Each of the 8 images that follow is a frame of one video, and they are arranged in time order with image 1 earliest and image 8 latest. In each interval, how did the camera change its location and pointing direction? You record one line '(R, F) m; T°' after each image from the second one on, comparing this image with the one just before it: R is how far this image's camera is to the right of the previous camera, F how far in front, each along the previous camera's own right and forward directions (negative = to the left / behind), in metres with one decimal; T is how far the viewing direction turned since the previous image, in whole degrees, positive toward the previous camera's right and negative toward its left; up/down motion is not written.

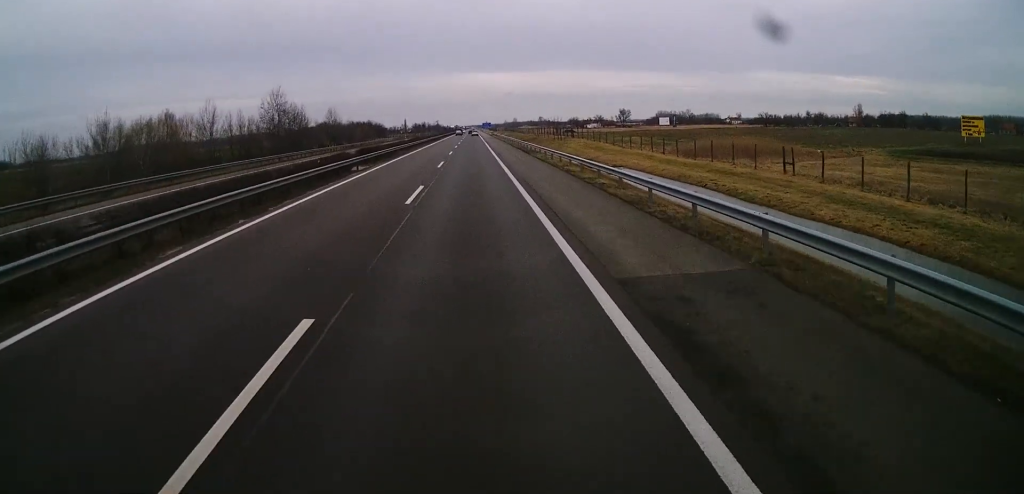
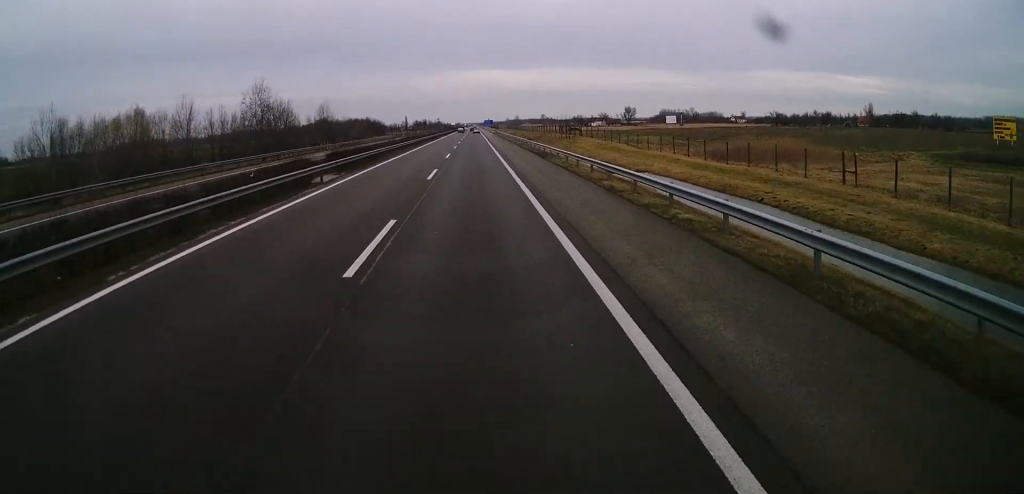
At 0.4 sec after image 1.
(-0.1, +9.8) m; 0°
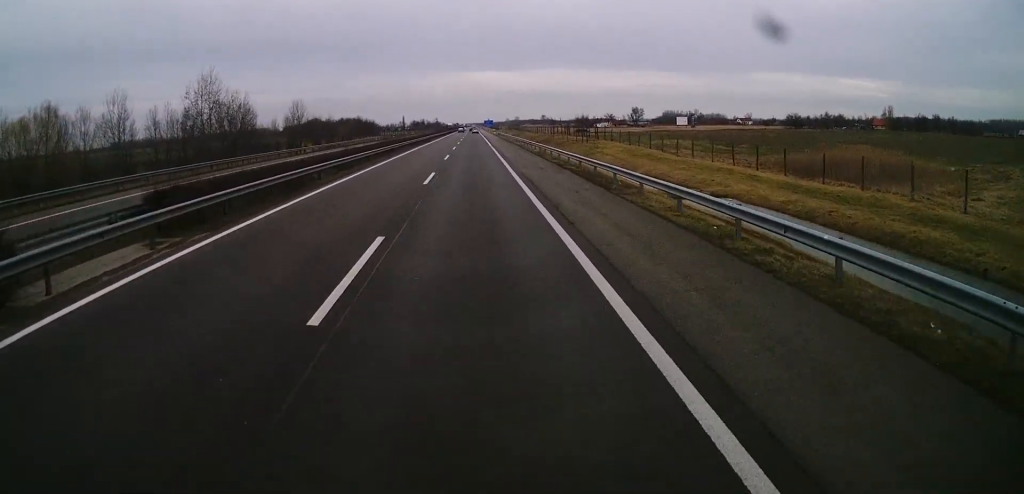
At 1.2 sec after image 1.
(-0.1, +20.5) m; 0°
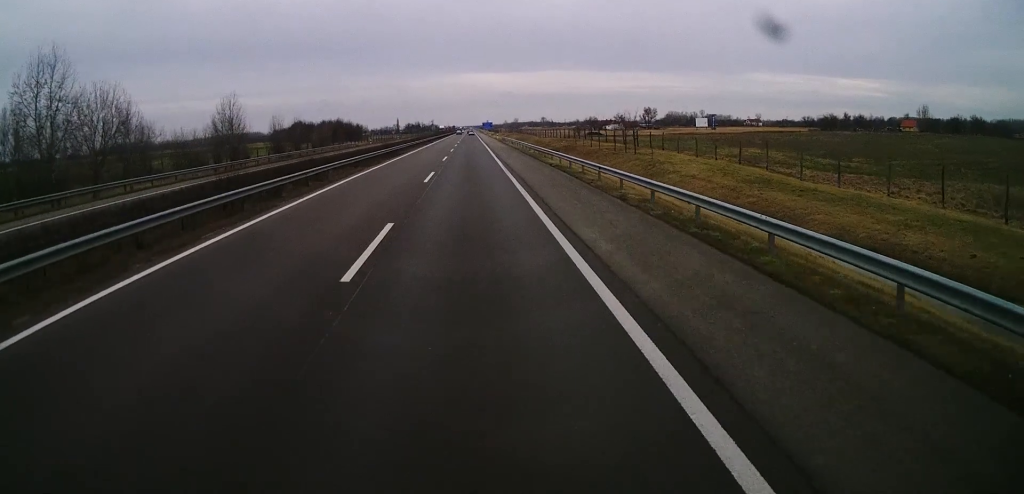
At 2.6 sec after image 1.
(+0.2, +33.8) m; 0°
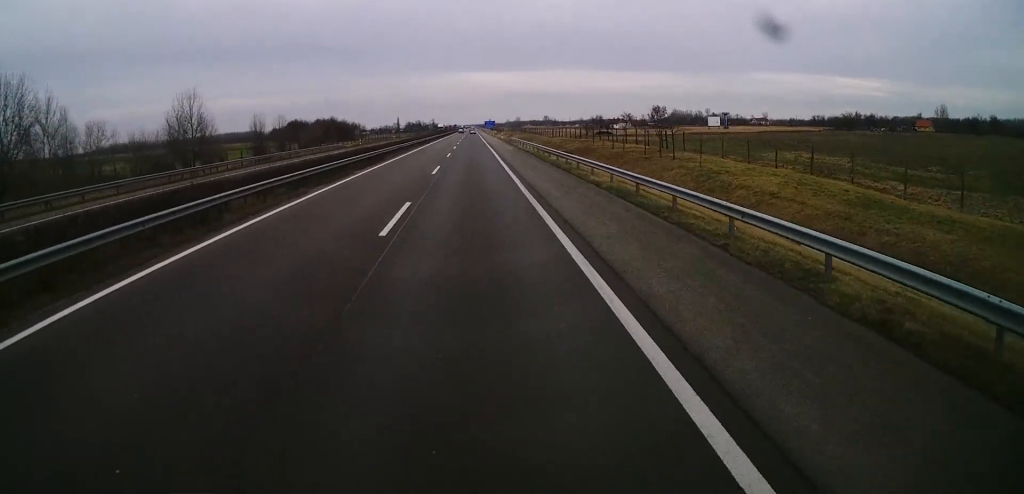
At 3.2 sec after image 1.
(0.0, +14.0) m; 0°
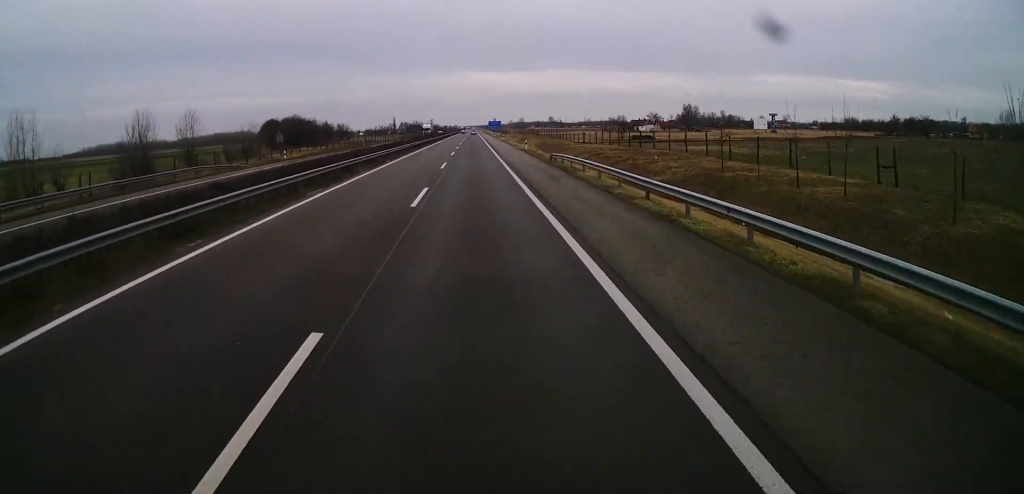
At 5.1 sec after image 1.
(-0.1, +48.6) m; 0°
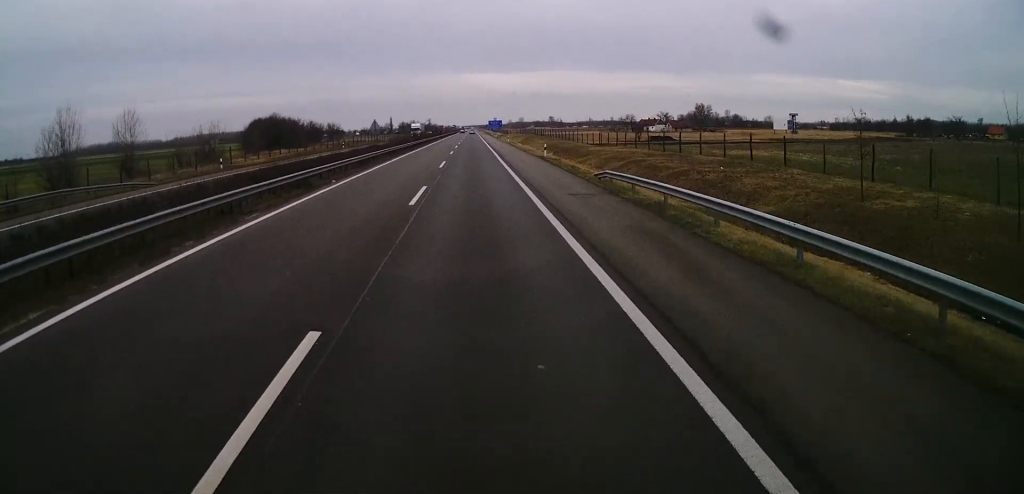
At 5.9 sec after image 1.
(0.0, +18.1) m; 0°
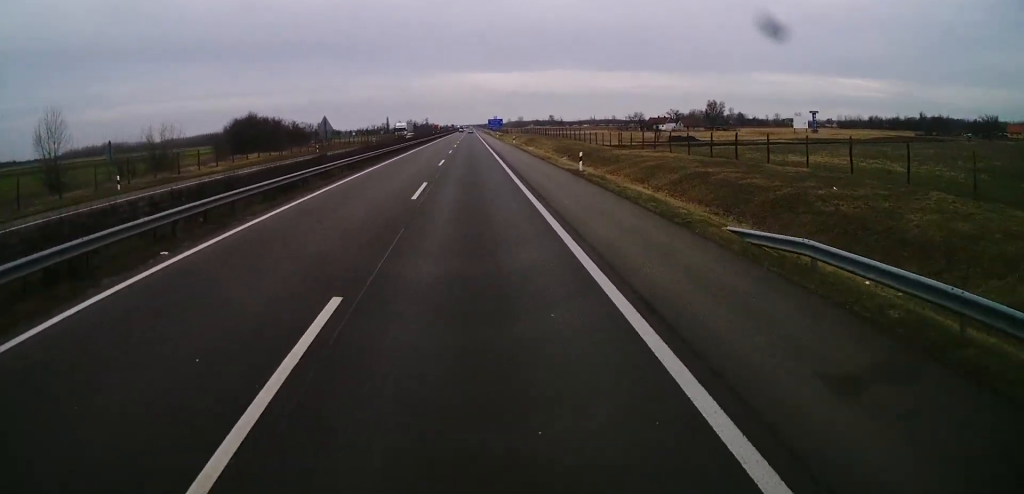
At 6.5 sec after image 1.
(+0.1, +16.5) m; 0°
